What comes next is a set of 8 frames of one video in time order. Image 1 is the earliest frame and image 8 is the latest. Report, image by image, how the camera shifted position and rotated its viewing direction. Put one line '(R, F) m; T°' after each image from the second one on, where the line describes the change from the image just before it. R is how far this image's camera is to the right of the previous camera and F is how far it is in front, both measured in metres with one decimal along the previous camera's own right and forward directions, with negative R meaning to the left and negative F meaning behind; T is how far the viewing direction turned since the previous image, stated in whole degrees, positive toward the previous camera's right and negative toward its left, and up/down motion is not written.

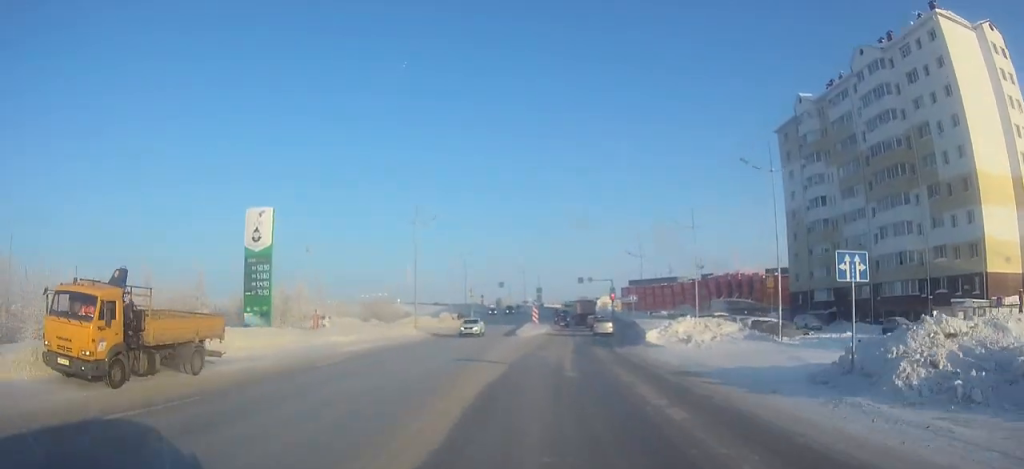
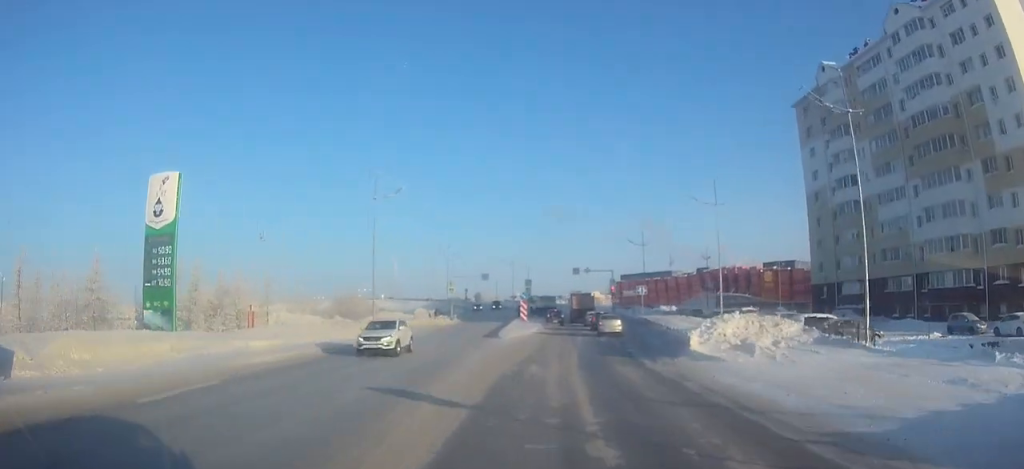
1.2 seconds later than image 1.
(0.0, +10.6) m; 0°
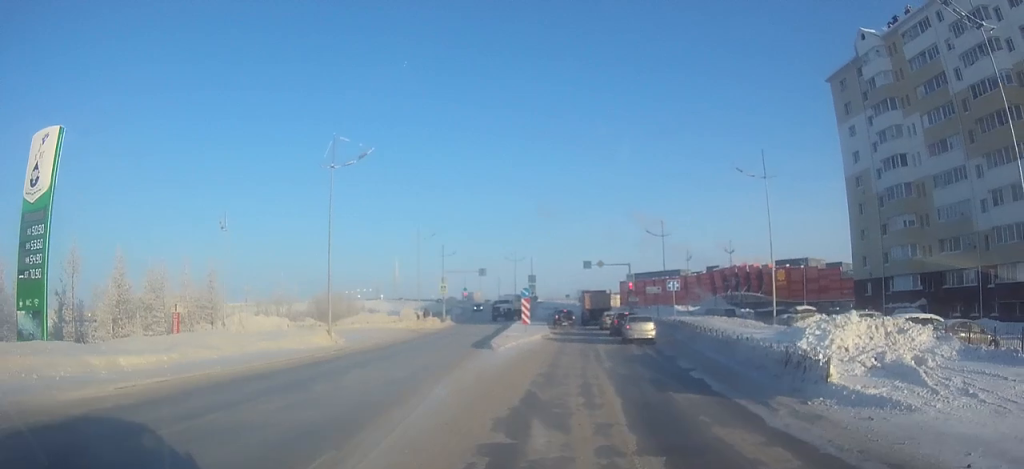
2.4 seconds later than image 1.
(0.0, +10.0) m; +1°
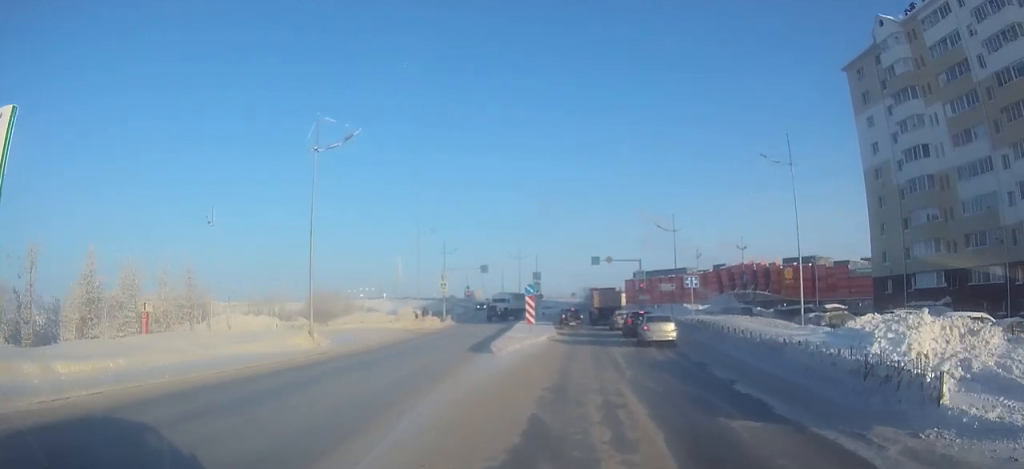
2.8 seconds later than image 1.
(0.0, +3.4) m; 0°
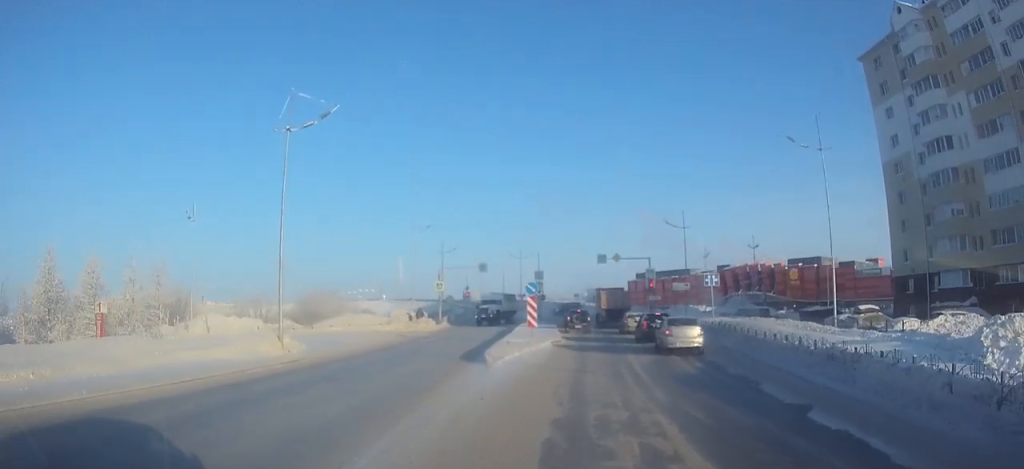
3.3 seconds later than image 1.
(0.0, +3.7) m; +2°
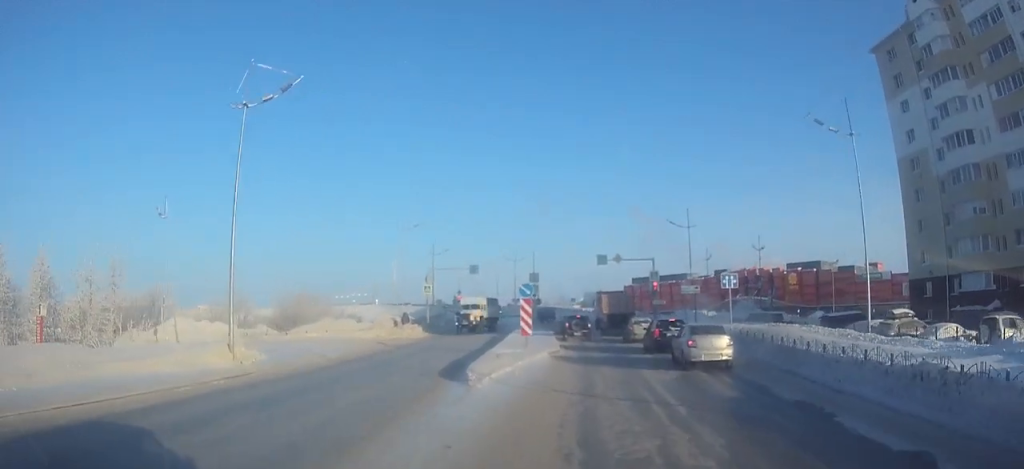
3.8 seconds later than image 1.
(0.0, +3.8) m; +2°
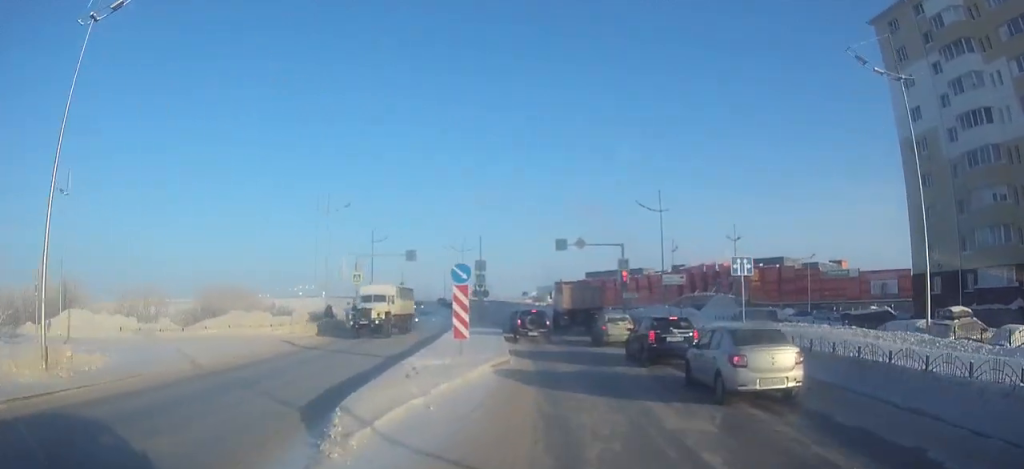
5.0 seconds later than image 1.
(+0.4, +7.1) m; +4°
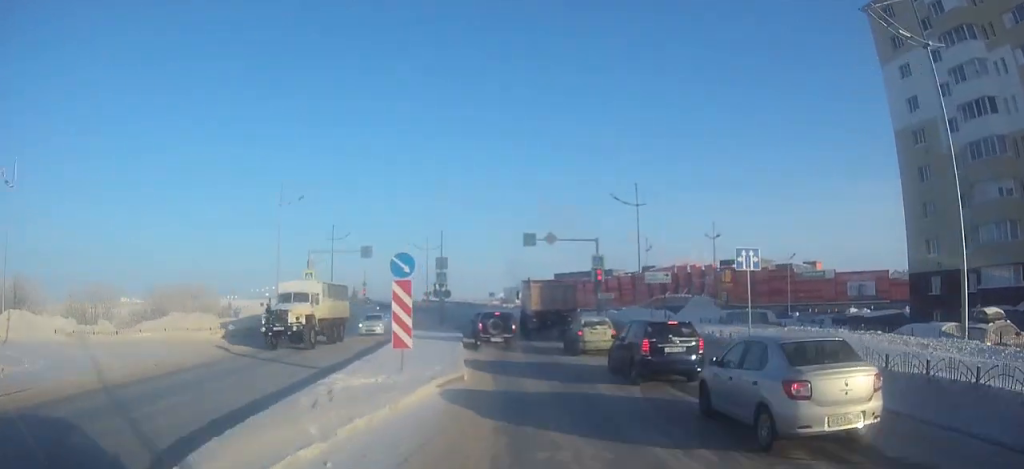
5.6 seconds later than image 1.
(0.0, +3.2) m; 0°
